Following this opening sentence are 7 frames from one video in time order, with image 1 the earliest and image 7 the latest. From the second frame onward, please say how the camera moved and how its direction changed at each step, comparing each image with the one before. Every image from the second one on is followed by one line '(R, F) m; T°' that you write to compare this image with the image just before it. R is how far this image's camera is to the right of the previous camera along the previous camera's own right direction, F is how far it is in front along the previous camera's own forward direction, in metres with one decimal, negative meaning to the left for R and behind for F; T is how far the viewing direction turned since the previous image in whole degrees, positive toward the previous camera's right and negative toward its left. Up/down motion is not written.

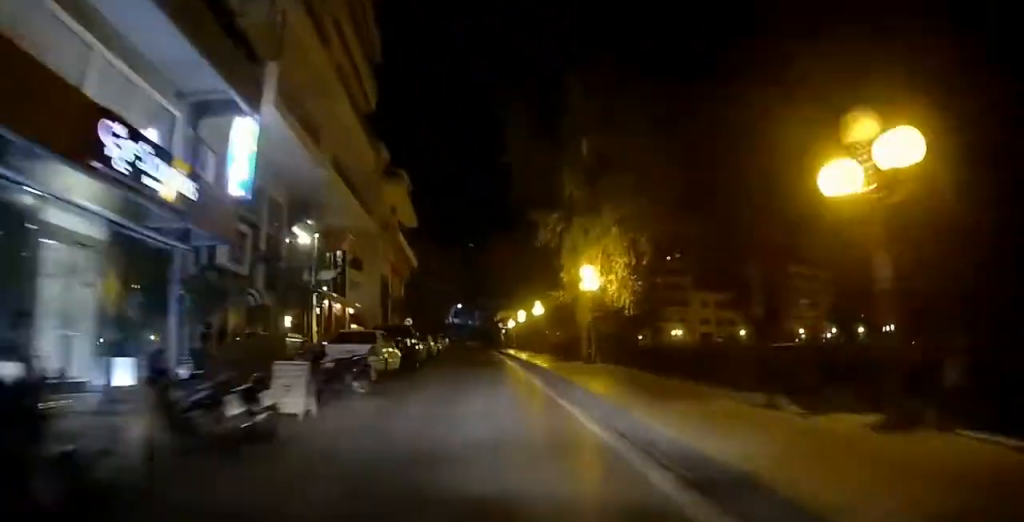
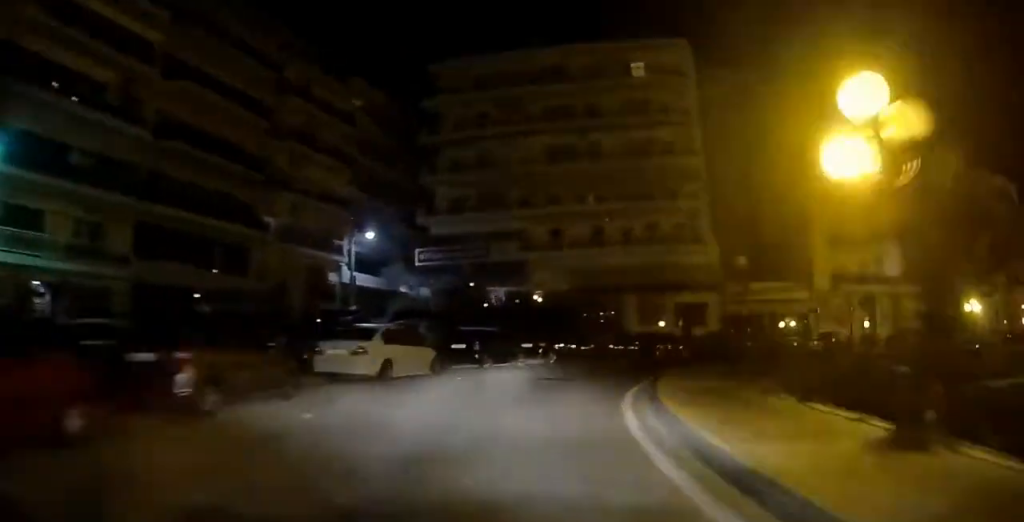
(+13.3, +70.2) m; +36°
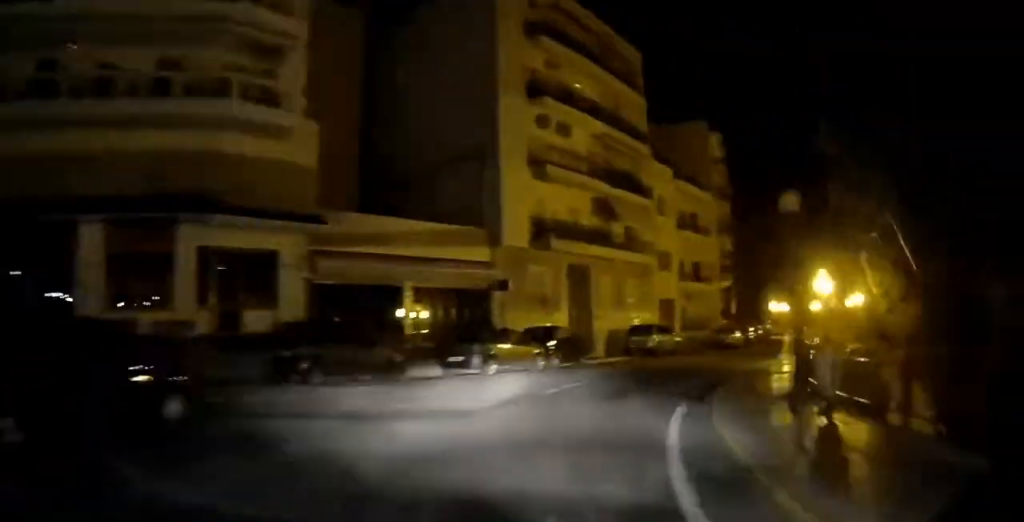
(+1.2, +27.2) m; +22°
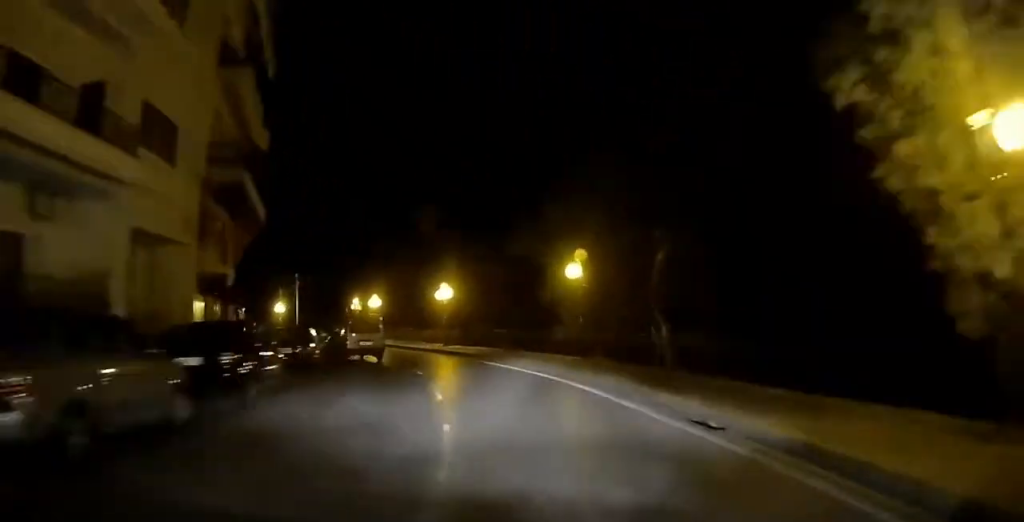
(+12.8, +37.3) m; +5°
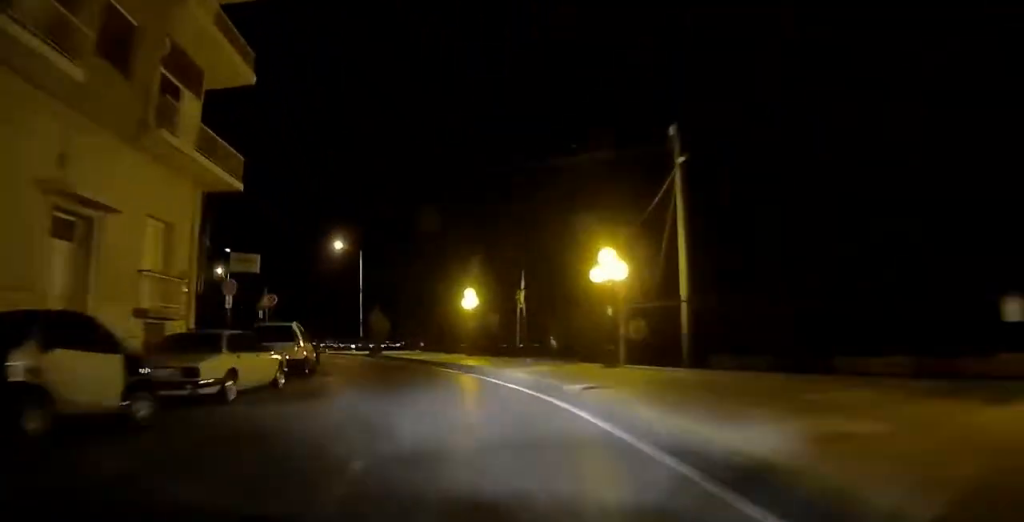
(-7.6, +57.9) m; -28°
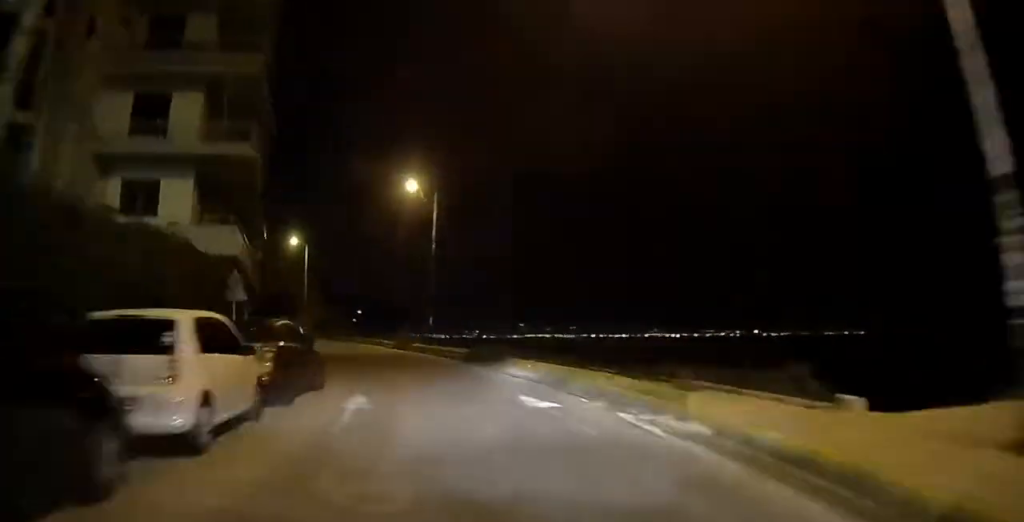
(-12.5, +41.6) m; -27°
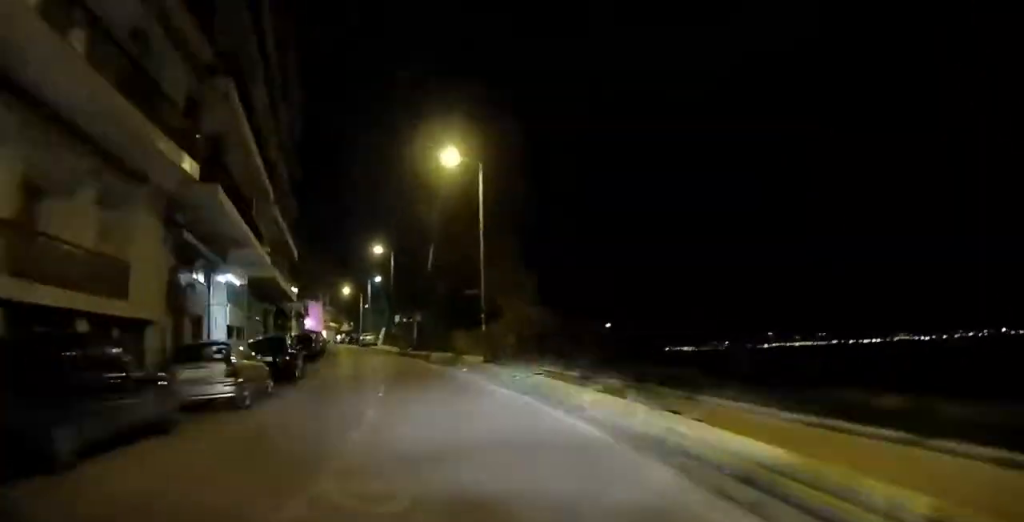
(-7.5, +33.5) m; -15°
